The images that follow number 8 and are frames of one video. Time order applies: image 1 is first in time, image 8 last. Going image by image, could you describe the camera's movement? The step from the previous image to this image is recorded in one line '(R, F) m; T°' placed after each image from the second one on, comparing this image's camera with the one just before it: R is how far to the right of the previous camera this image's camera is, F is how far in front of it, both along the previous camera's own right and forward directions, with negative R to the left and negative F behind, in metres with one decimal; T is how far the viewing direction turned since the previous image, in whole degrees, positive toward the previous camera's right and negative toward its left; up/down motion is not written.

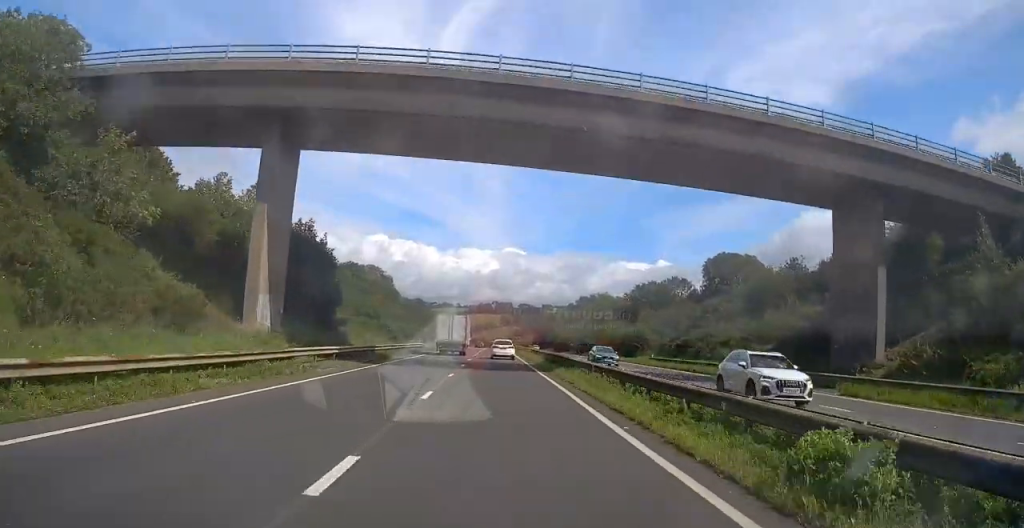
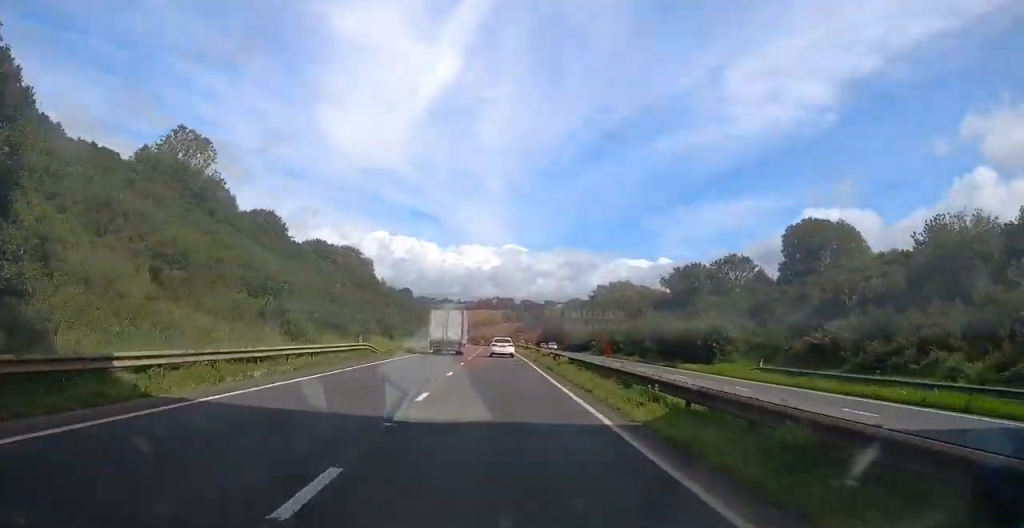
(-0.2, +28.9) m; 0°
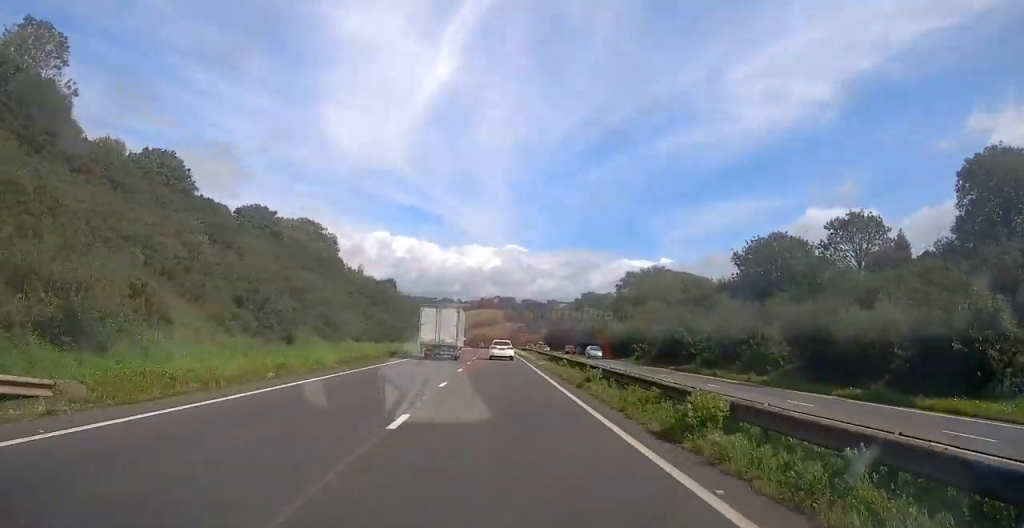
(0.0, +32.0) m; +1°
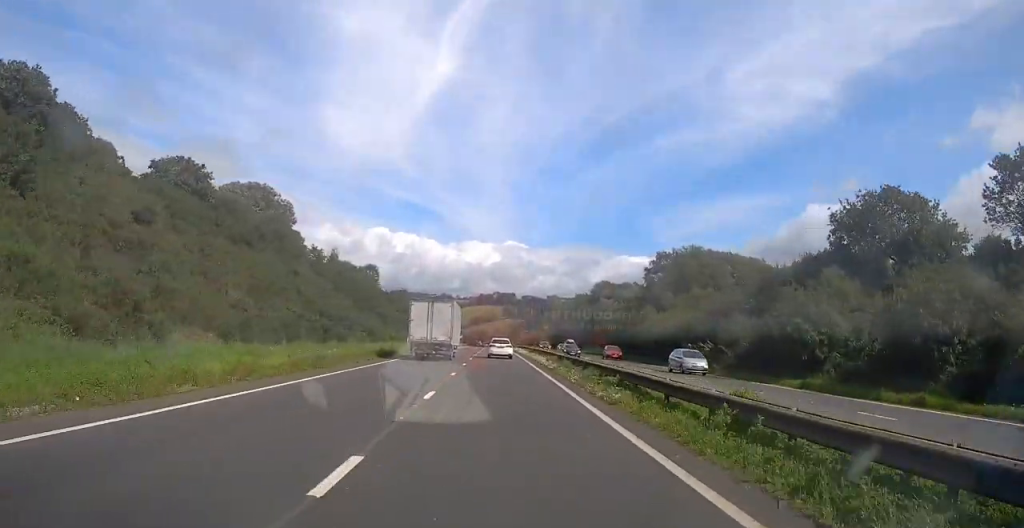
(+0.2, +23.0) m; 0°
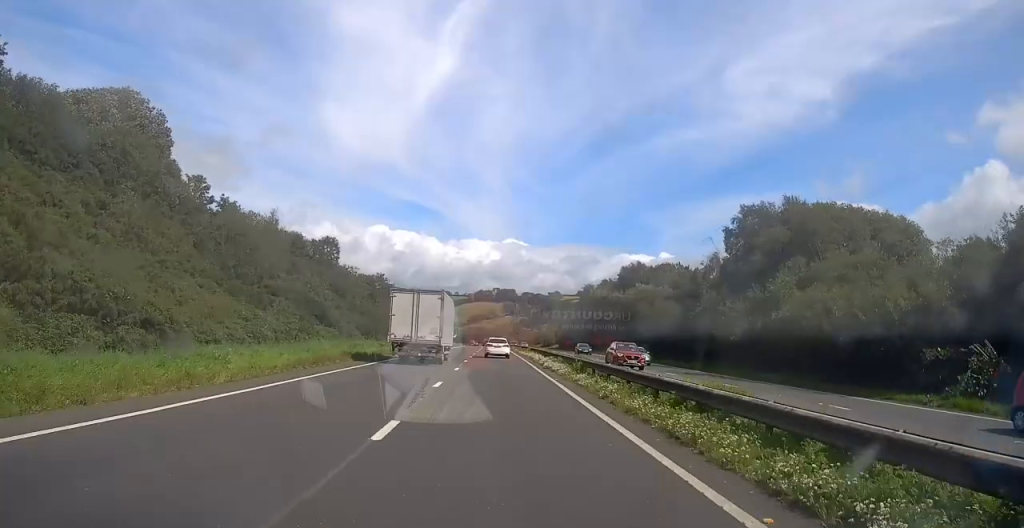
(0.0, +34.1) m; 0°
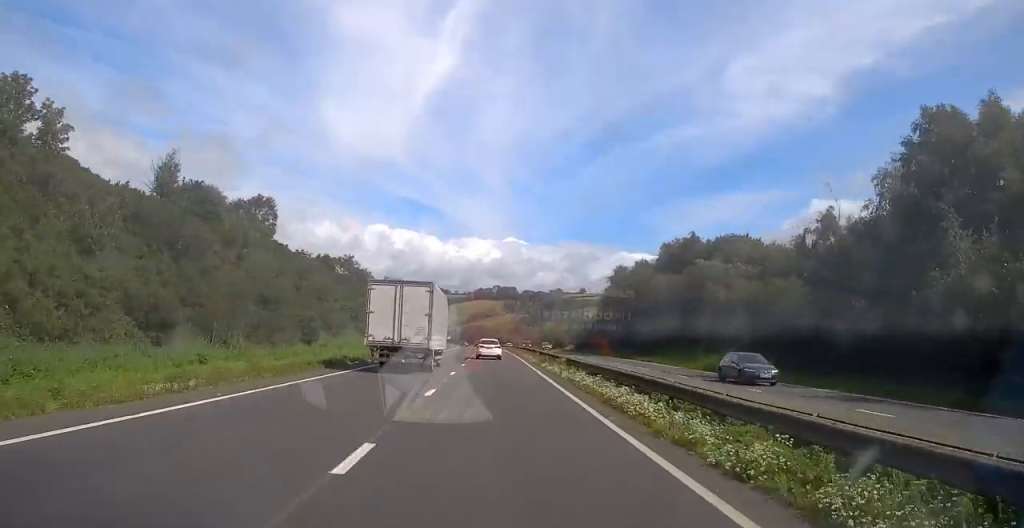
(-0.2, +30.1) m; -1°
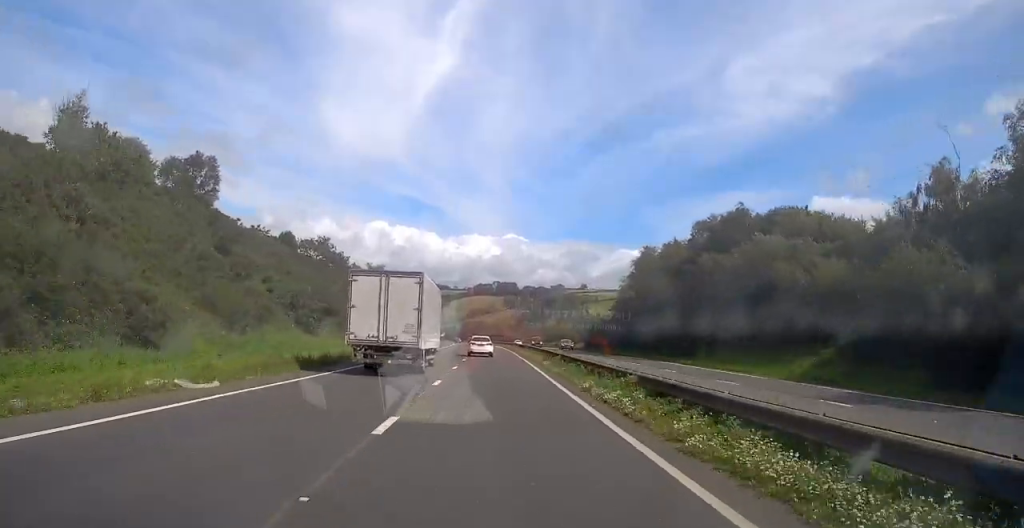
(-0.2, +16.1) m; 0°
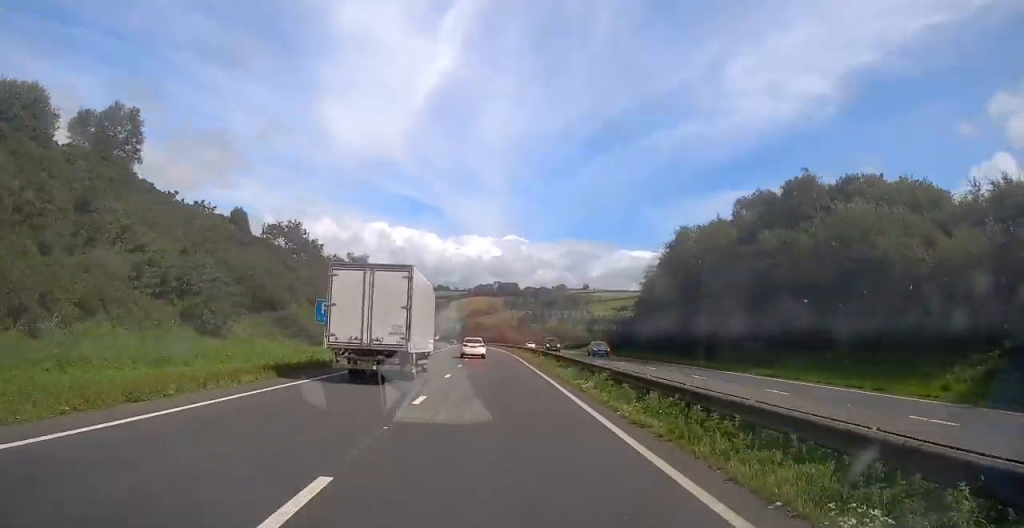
(+0.1, +14.1) m; 0°
